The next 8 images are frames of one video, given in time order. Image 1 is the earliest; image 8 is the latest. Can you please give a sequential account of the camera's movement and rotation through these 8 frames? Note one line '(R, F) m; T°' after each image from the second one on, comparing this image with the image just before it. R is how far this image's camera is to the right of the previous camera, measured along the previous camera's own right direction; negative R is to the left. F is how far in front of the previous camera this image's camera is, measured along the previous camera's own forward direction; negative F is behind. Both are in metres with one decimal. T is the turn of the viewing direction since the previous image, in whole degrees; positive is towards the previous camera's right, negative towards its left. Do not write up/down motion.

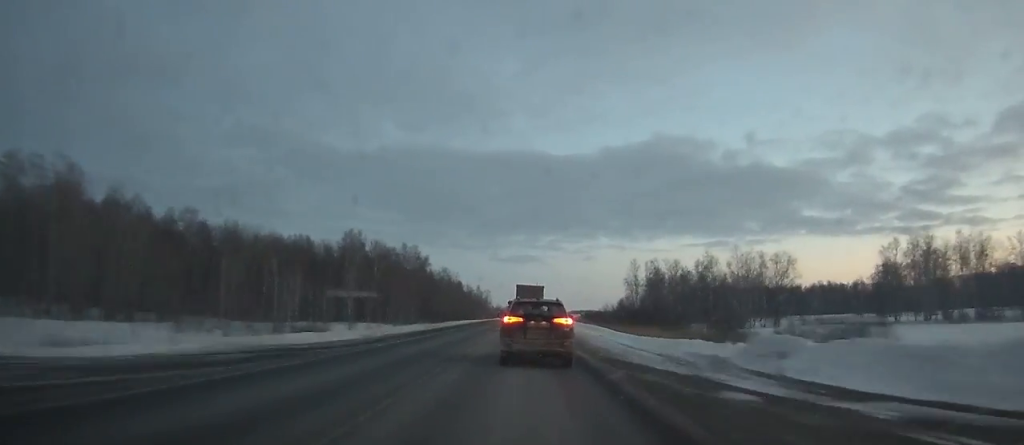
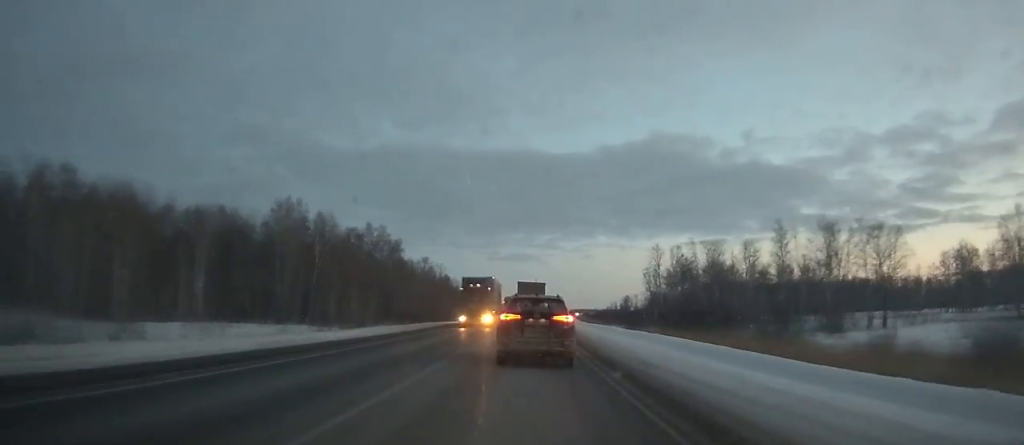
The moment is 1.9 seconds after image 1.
(+0.1, +34.4) m; 0°
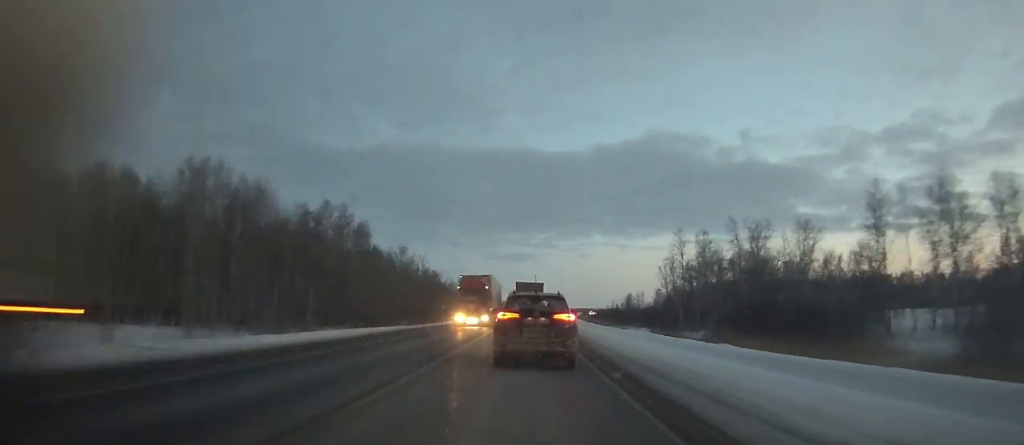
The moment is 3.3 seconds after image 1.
(0.0, +25.4) m; 0°
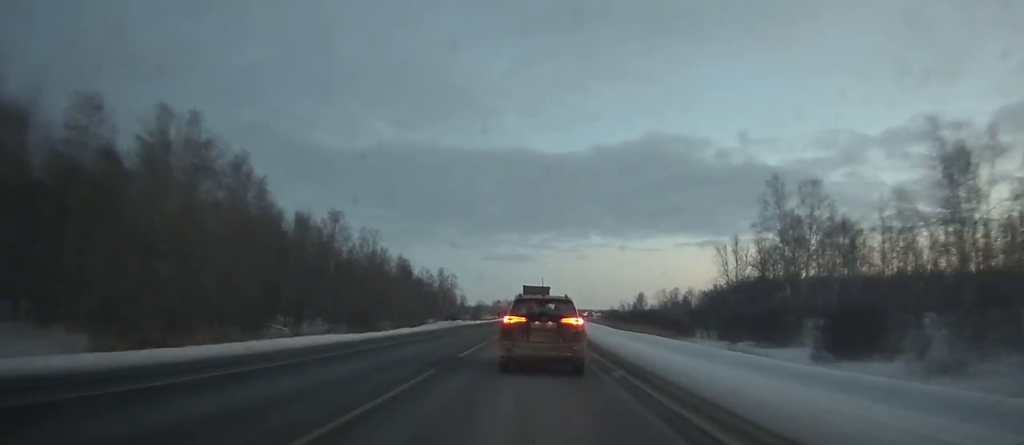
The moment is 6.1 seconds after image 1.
(+0.3, +50.8) m; +1°
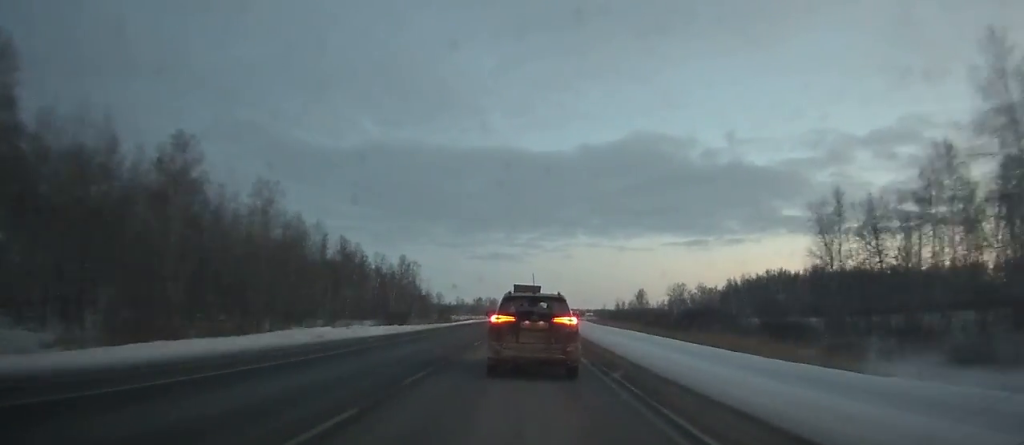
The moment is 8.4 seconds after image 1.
(+0.3, +41.8) m; +1°
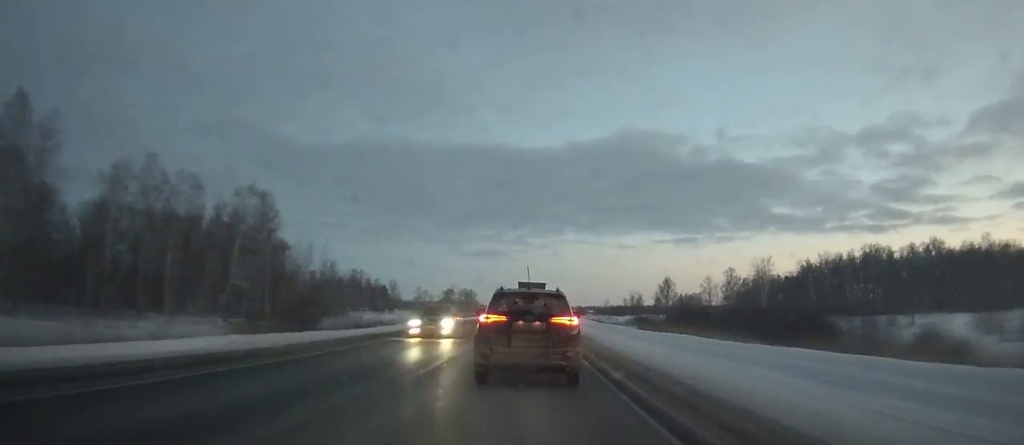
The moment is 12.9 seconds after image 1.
(+0.6, +81.7) m; +1°
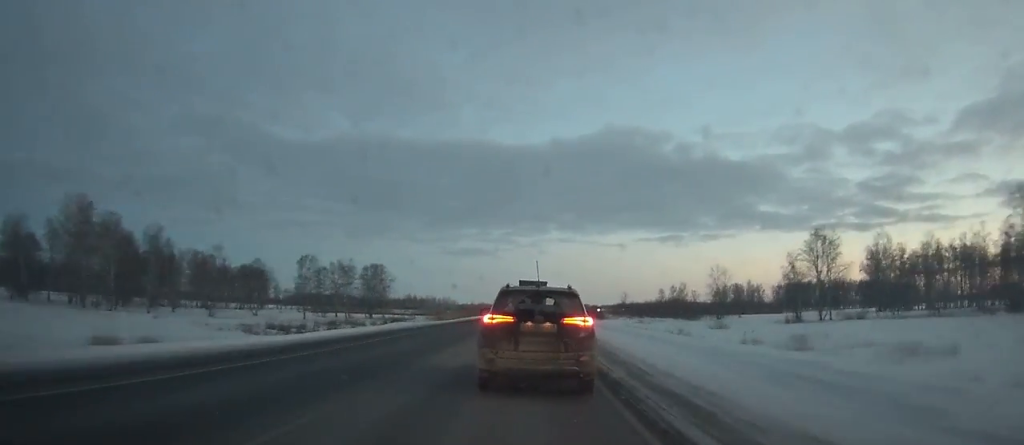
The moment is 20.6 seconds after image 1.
(+3.3, +136.9) m; +2°
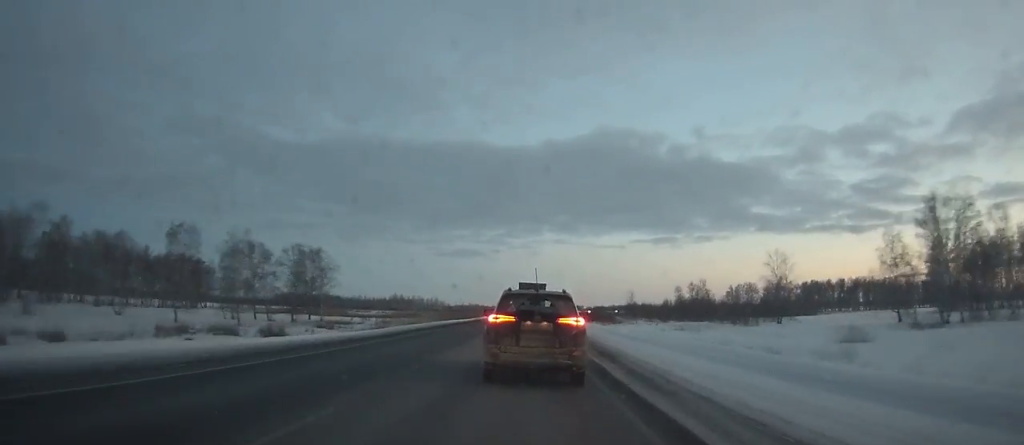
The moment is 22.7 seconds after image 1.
(+0.2, +36.7) m; 0°
